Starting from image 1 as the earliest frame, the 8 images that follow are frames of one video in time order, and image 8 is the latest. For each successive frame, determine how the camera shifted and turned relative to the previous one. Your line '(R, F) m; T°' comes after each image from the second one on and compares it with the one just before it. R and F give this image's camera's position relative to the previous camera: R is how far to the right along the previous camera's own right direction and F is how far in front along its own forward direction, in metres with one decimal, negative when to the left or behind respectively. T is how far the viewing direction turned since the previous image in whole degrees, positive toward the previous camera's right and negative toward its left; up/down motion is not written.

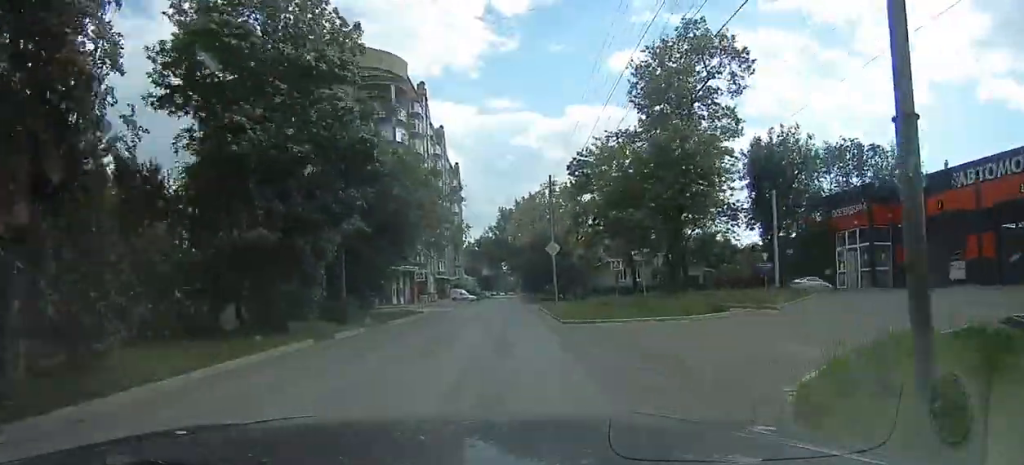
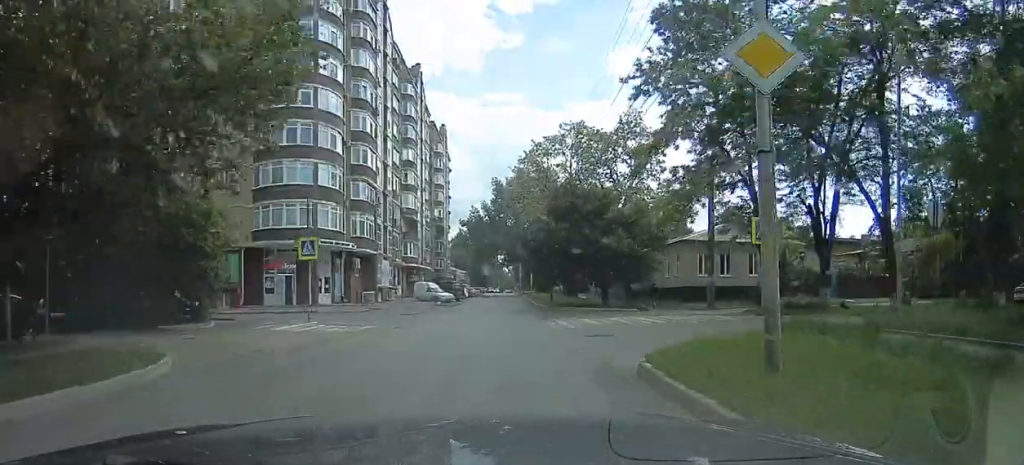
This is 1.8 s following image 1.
(+0.1, +25.9) m; 0°
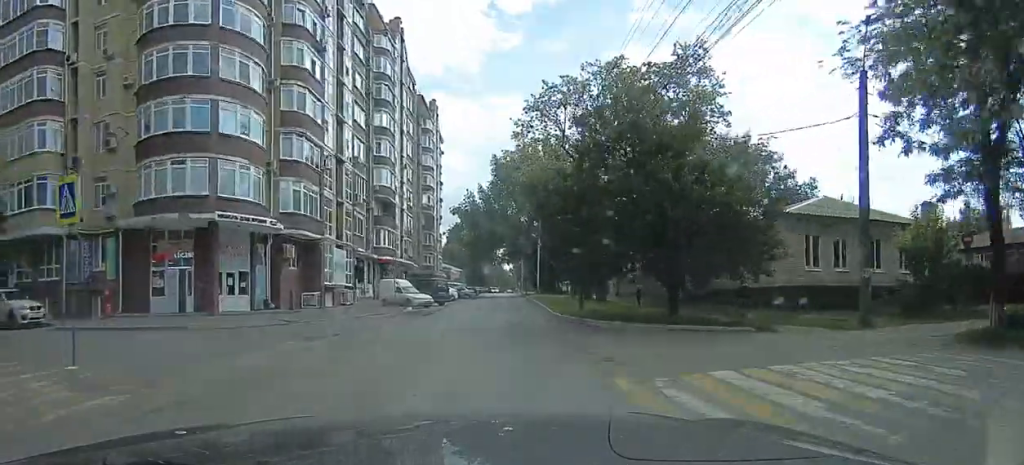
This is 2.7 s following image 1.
(+0.1, +13.2) m; 0°
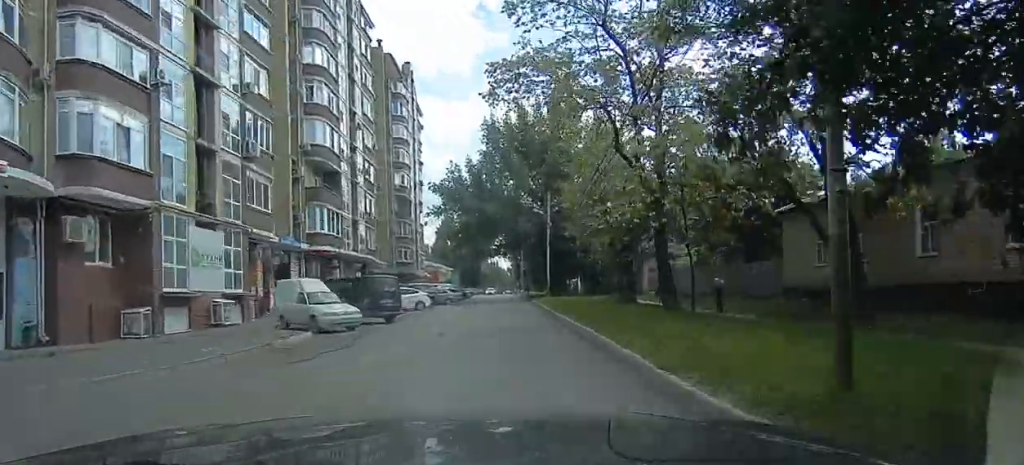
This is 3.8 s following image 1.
(0.0, +15.9) m; 0°
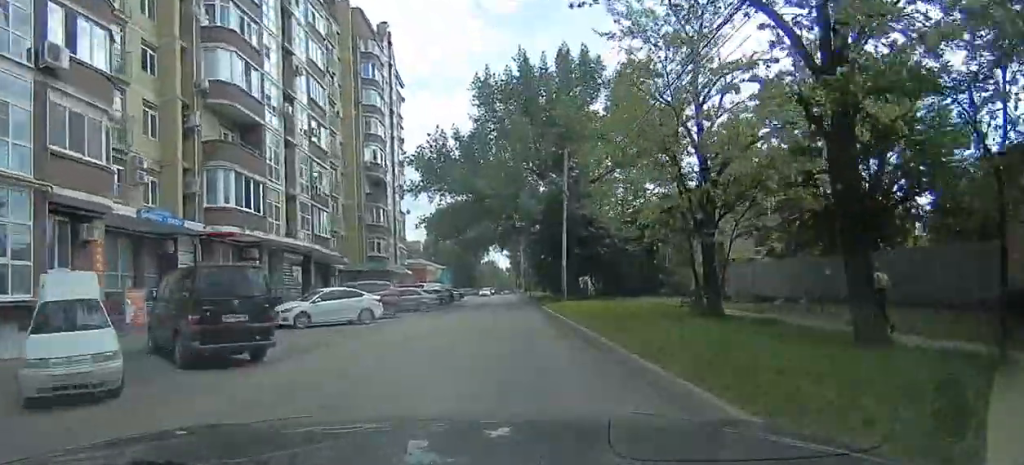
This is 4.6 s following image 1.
(0.0, +11.3) m; 0°
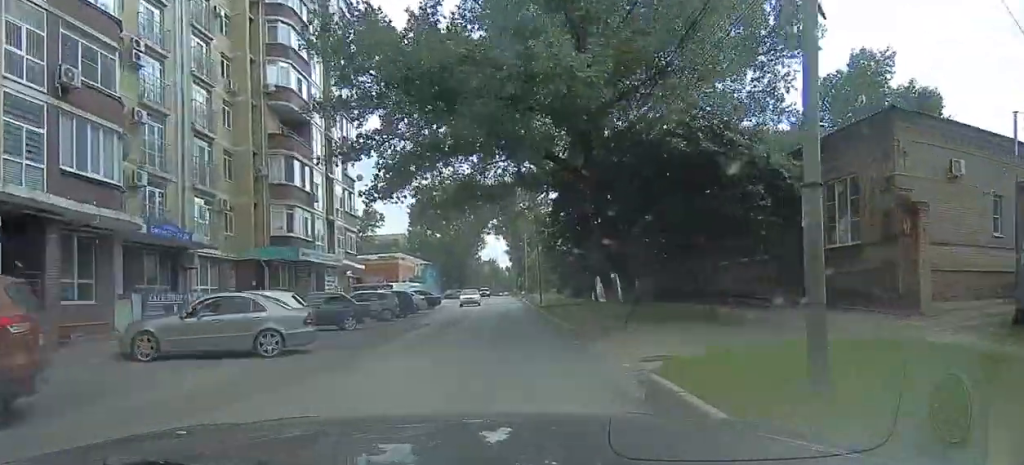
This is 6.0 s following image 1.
(0.0, +19.7) m; -1°
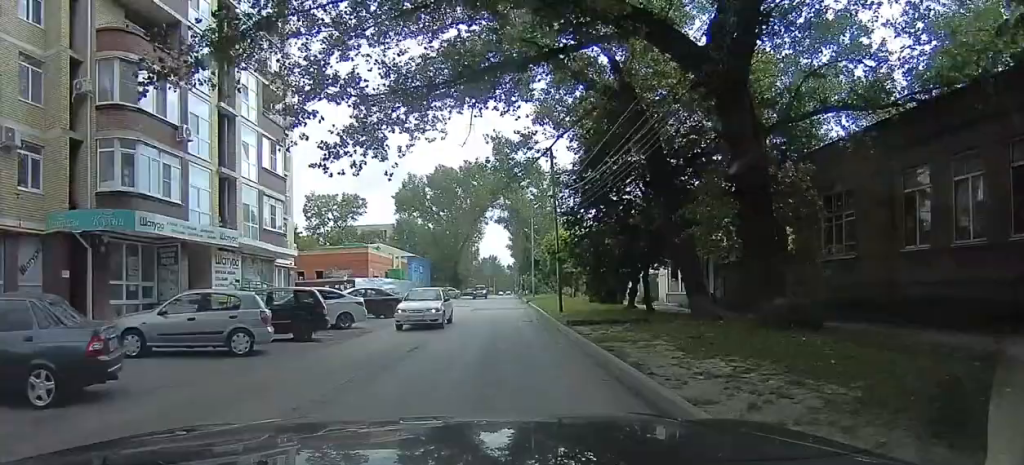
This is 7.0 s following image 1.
(-0.1, +13.4) m; -1°
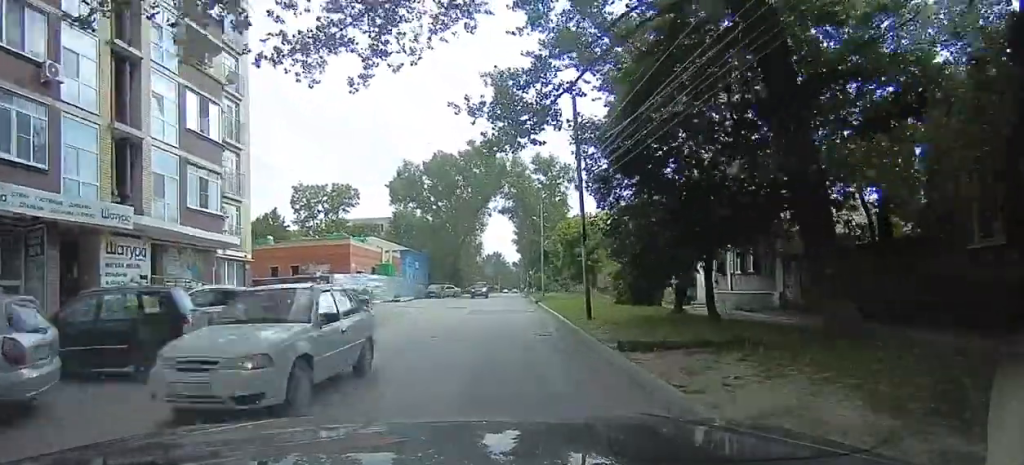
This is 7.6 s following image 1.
(0.0, +6.7) m; 0°
